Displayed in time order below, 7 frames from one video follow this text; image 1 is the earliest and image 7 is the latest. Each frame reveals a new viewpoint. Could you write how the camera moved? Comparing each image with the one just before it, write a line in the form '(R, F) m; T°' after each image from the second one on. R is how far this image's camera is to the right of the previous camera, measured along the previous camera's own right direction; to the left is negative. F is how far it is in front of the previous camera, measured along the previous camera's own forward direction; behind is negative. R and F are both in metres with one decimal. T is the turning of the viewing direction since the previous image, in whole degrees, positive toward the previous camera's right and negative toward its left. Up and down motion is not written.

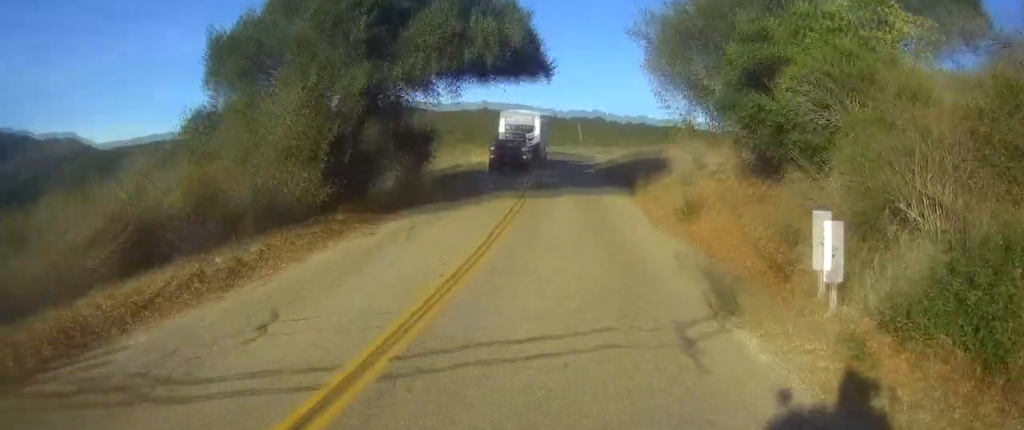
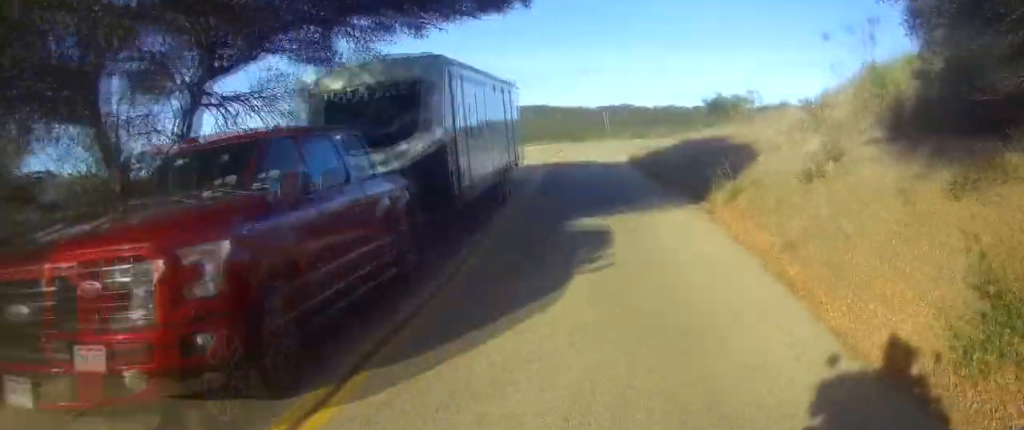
(-0.4, +16.3) m; -2°
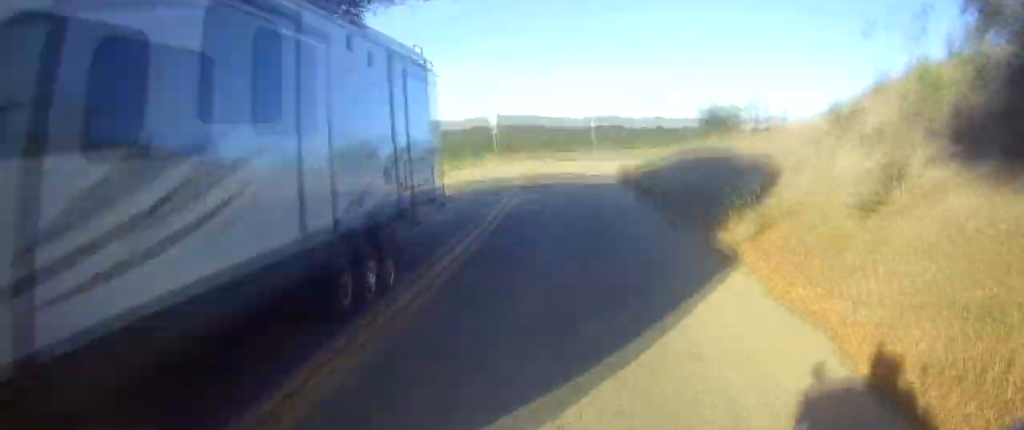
(-0.1, +4.2) m; -1°
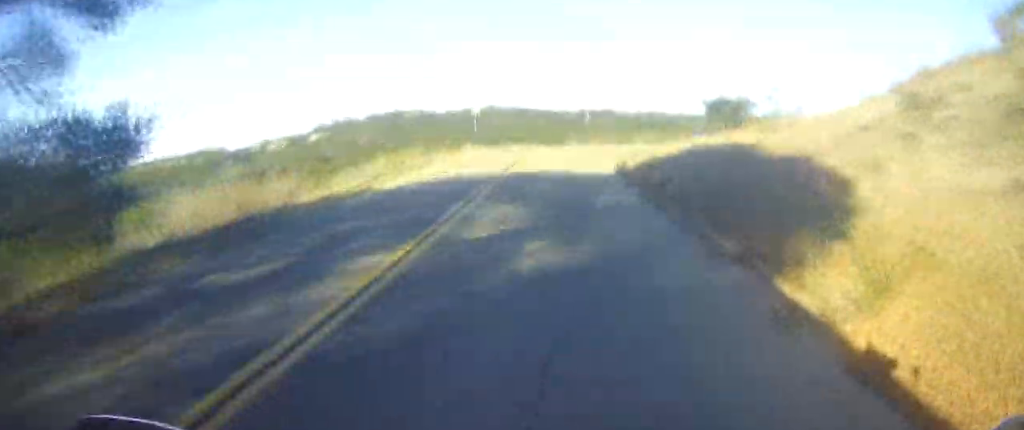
(0.0, +5.5) m; -2°
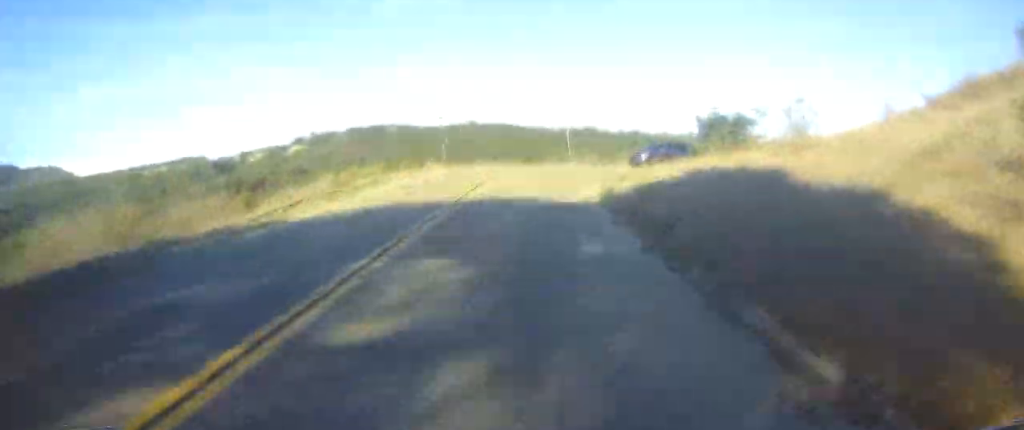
(-0.2, +5.2) m; -1°
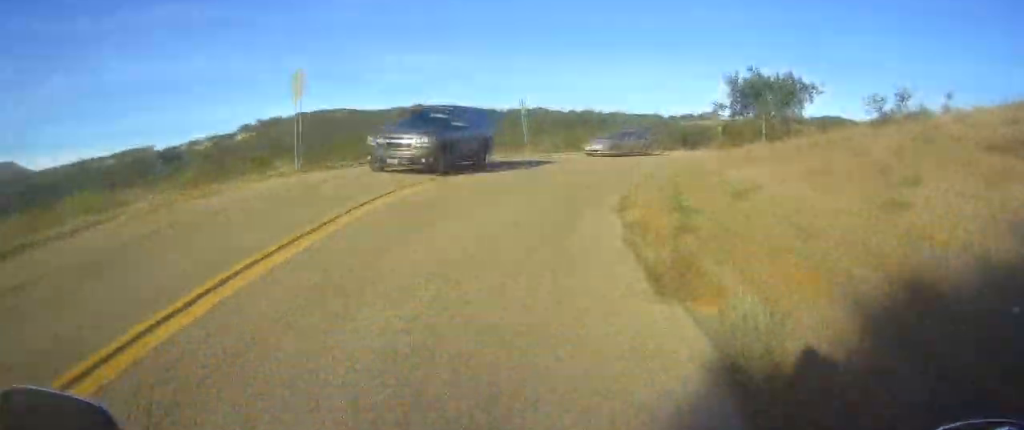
(+0.3, +18.1) m; +4°
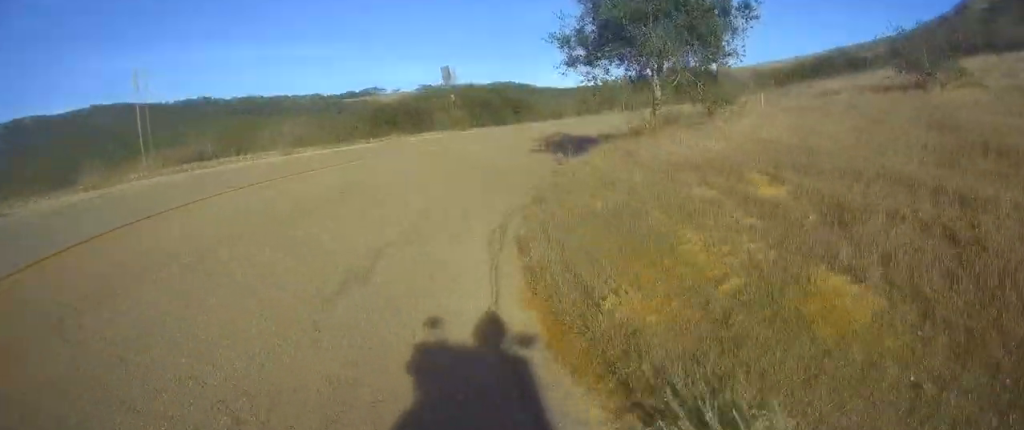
(+1.5, +16.9) m; +16°
